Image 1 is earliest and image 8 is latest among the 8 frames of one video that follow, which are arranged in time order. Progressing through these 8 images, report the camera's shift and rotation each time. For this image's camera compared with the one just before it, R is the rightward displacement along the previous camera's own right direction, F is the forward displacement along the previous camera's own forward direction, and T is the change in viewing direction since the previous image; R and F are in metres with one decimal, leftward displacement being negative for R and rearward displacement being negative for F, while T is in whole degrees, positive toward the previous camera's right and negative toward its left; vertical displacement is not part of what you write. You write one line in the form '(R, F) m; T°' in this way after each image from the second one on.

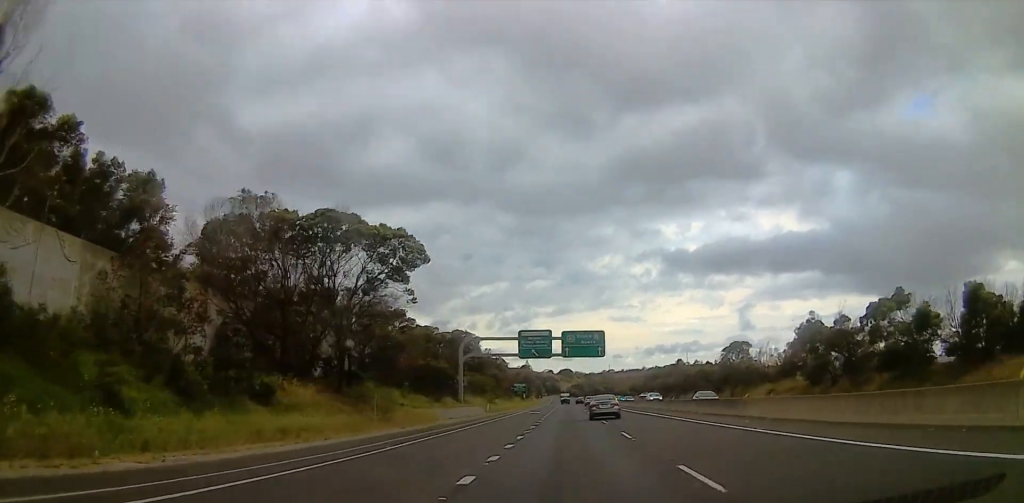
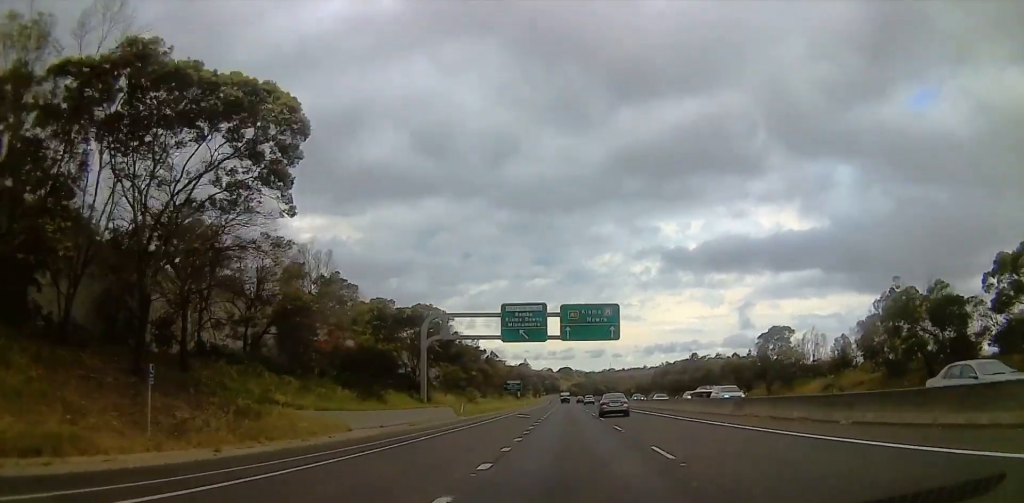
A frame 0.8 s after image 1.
(0.0, +19.2) m; 0°
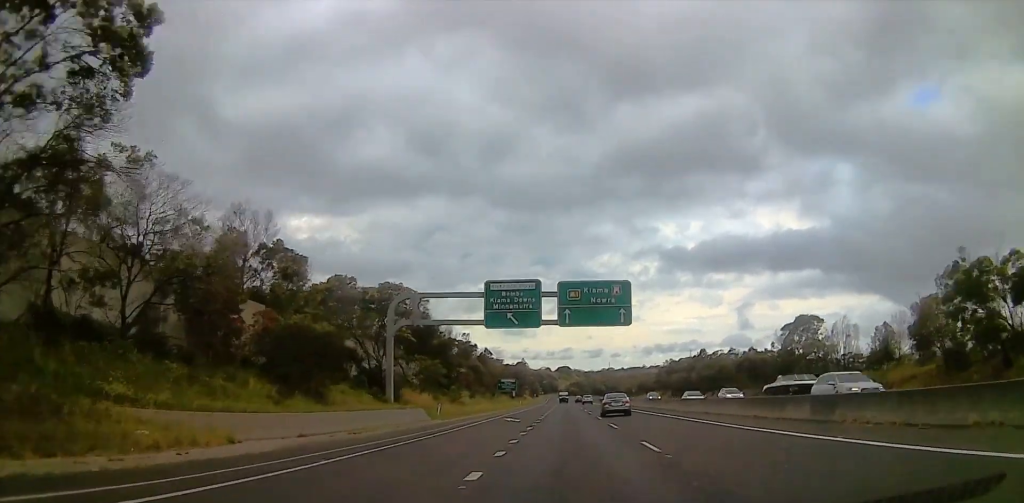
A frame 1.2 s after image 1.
(0.0, +10.2) m; 0°
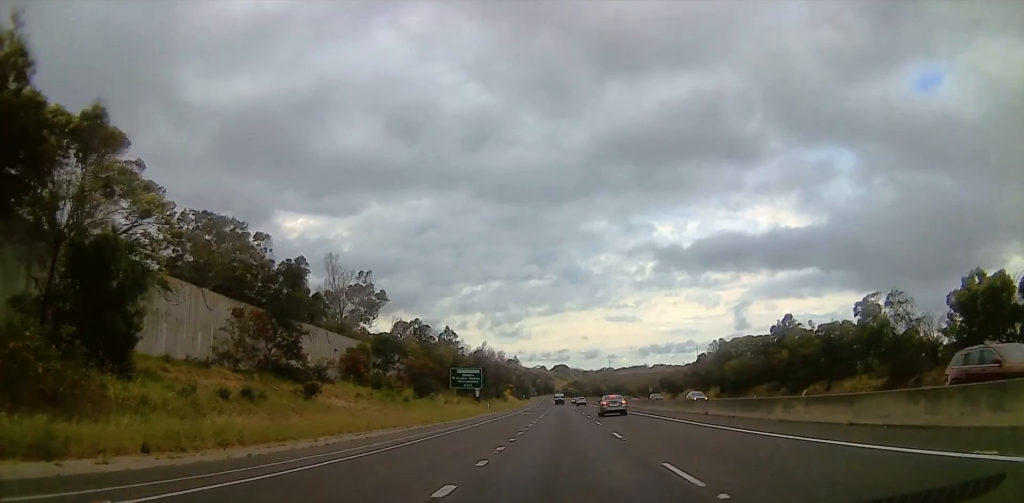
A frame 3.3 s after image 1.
(0.0, +55.2) m; 0°
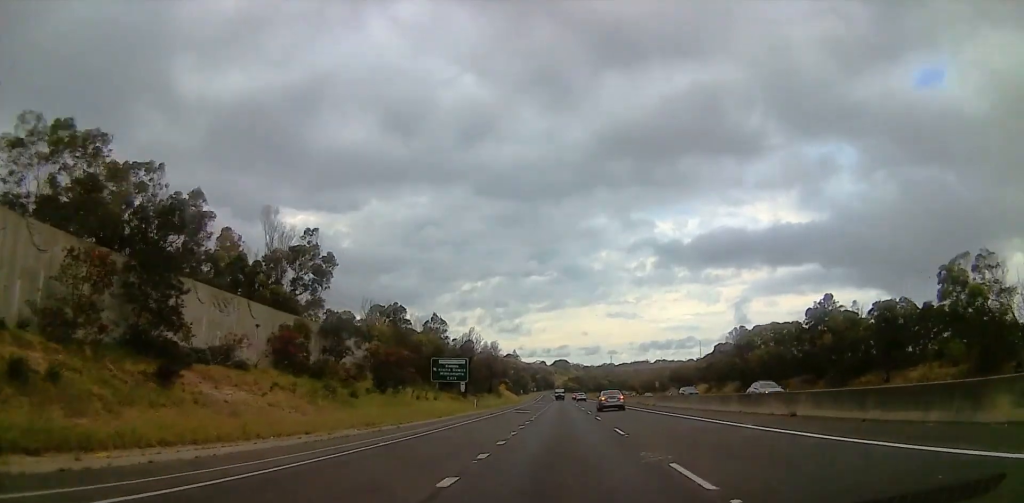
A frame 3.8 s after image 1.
(0.0, +12.3) m; 0°
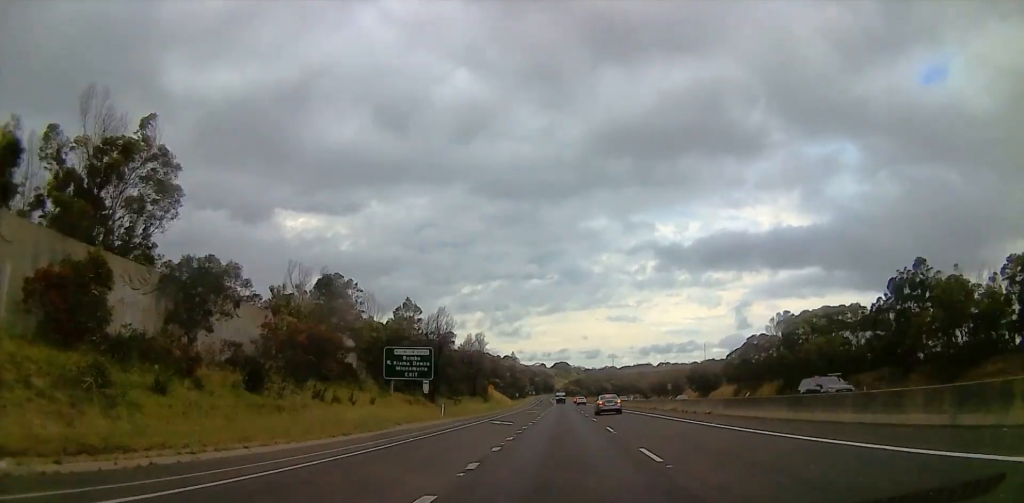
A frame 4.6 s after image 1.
(0.0, +19.5) m; 0°
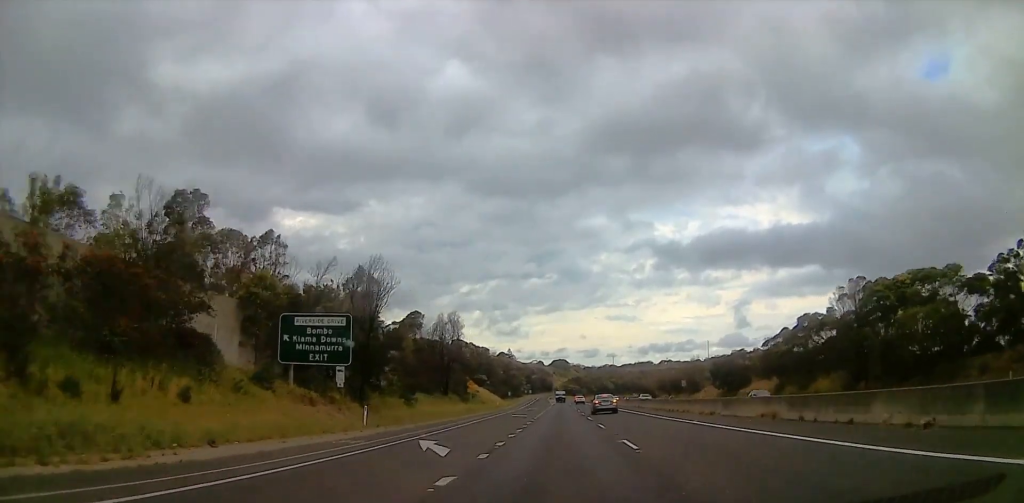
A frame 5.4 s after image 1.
(0.0, +20.5) m; 0°
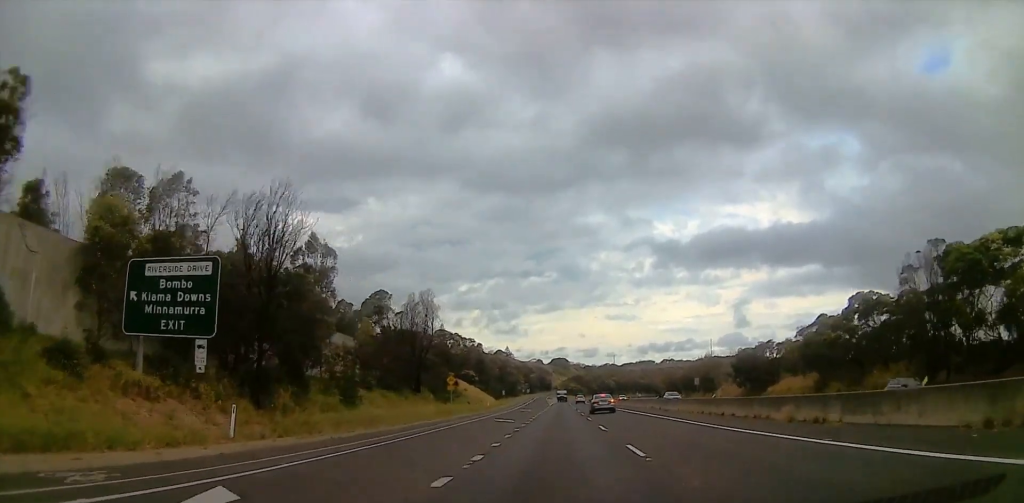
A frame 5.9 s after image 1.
(0.0, +14.4) m; 0°
